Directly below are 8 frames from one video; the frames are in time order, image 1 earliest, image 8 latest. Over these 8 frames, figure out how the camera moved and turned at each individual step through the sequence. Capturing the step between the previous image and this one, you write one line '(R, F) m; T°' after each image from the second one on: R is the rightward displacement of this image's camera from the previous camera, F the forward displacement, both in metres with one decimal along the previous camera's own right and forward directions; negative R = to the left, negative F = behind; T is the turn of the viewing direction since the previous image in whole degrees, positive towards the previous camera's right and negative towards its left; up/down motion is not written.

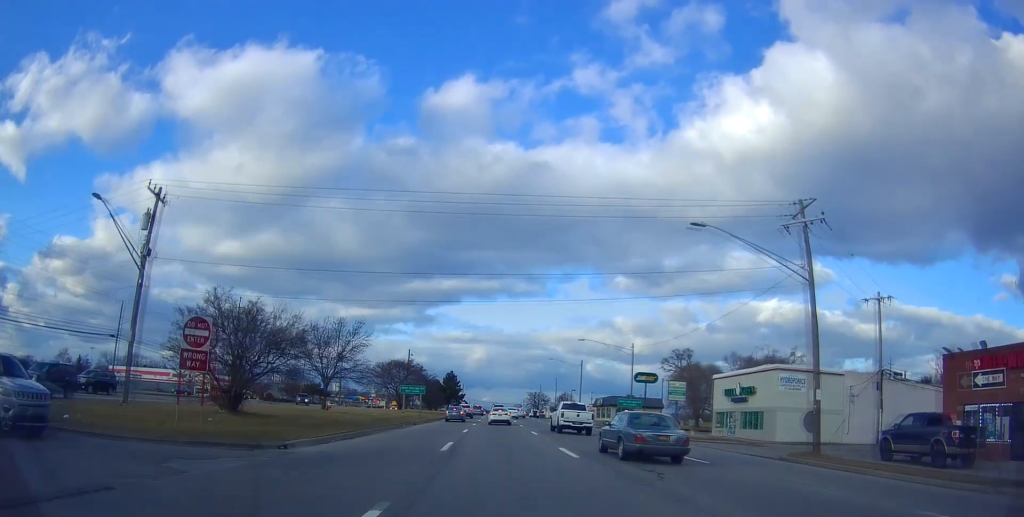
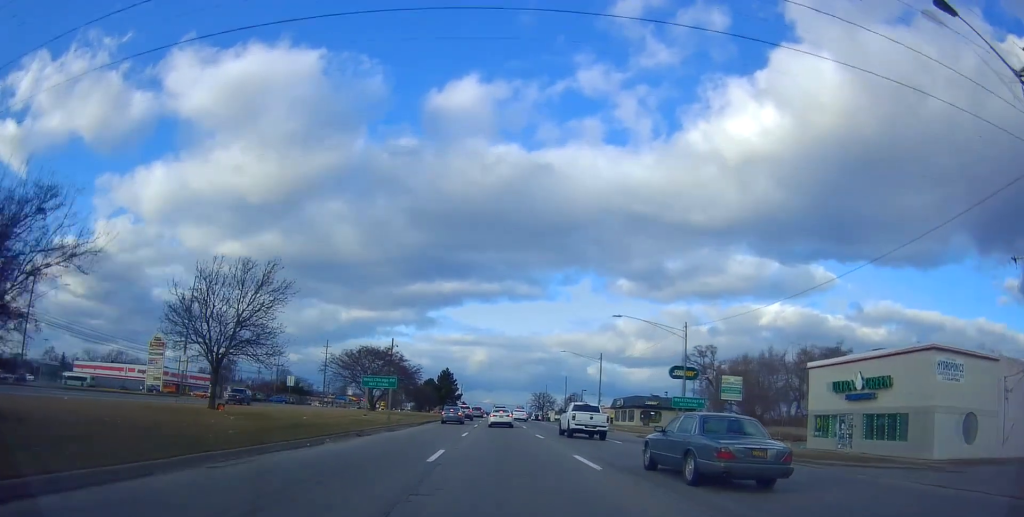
(+0.3, +17.9) m; +2°
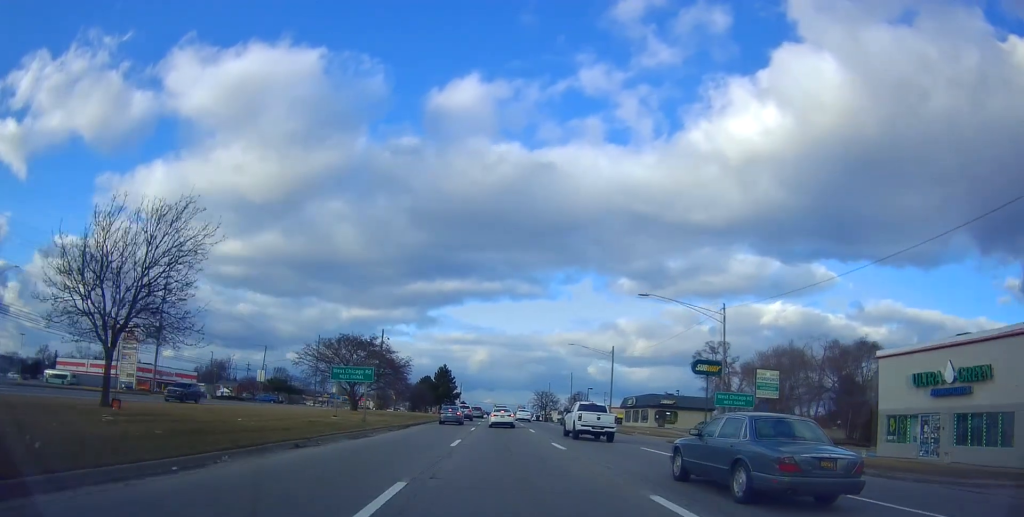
(+0.1, +8.1) m; +1°
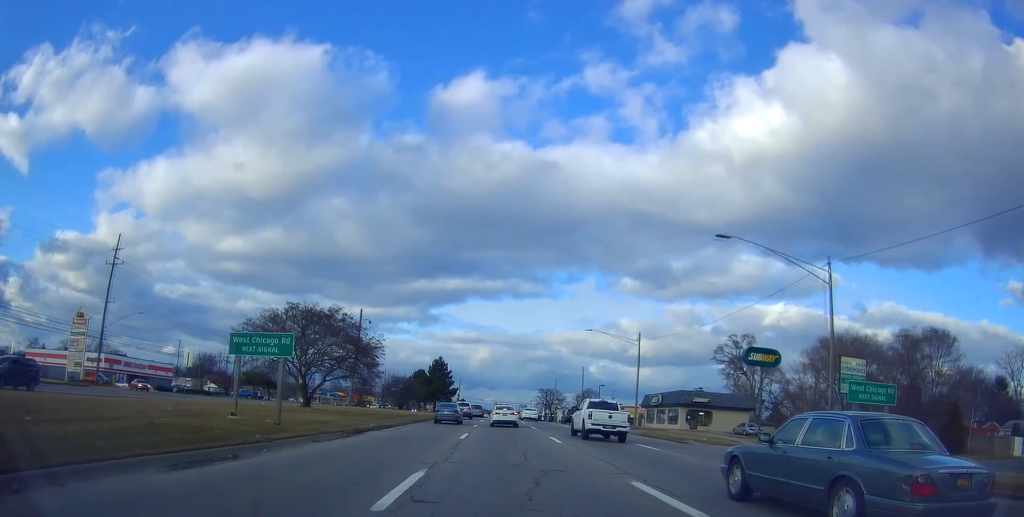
(0.0, +13.9) m; 0°
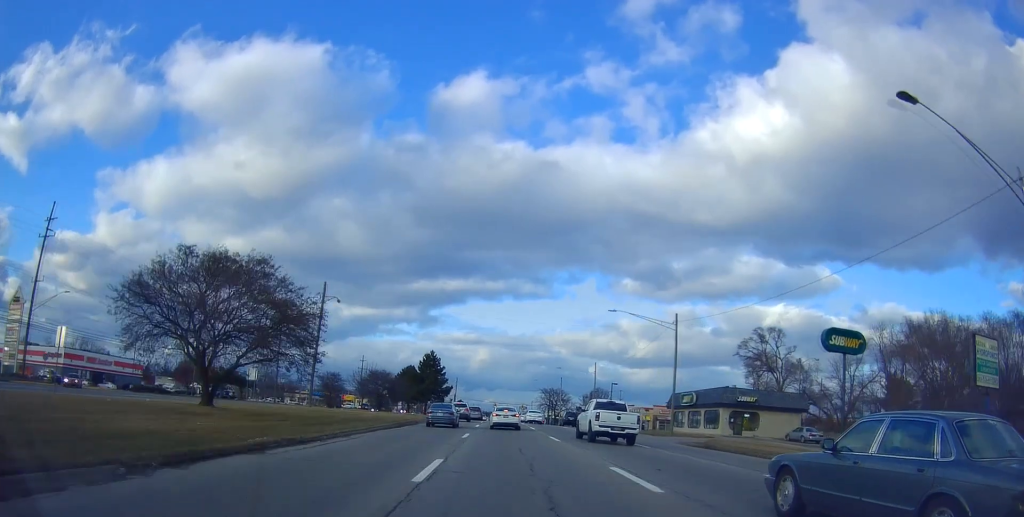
(0.0, +14.4) m; -1°
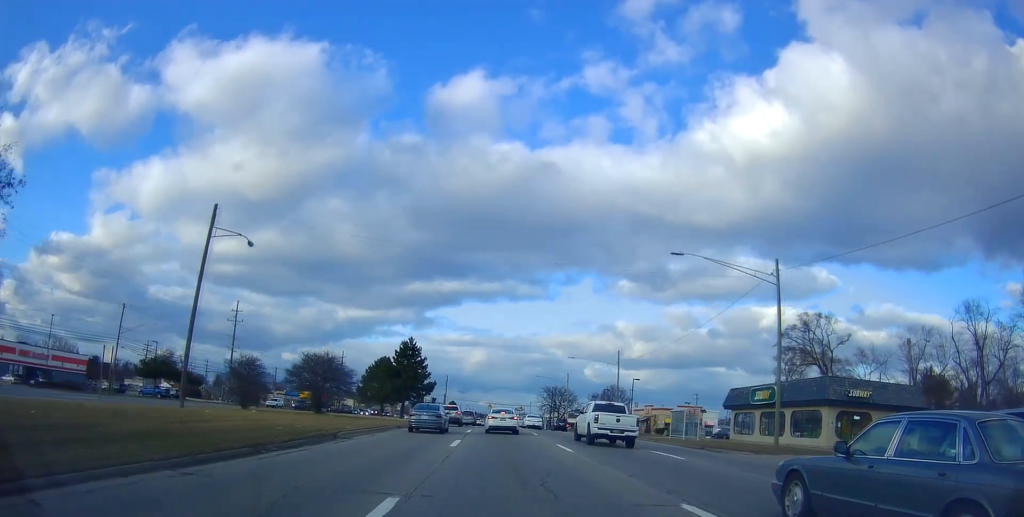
(-0.4, +22.1) m; 0°
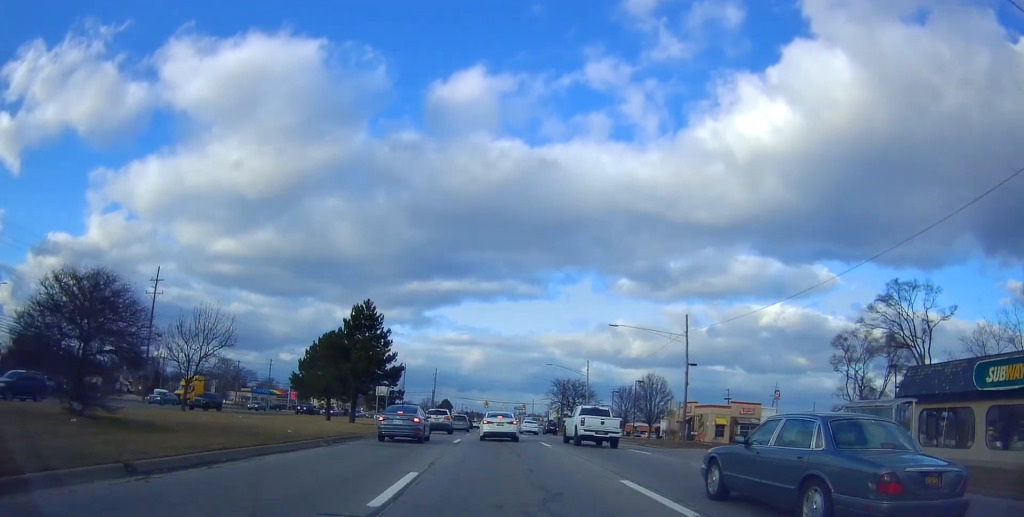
(+0.7, +29.1) m; +1°
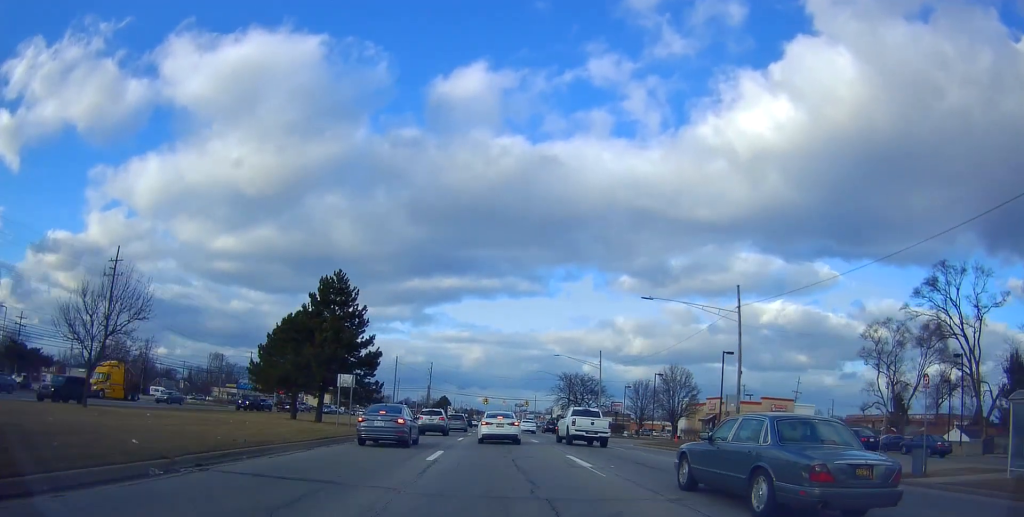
(+0.1, +11.0) m; -3°
